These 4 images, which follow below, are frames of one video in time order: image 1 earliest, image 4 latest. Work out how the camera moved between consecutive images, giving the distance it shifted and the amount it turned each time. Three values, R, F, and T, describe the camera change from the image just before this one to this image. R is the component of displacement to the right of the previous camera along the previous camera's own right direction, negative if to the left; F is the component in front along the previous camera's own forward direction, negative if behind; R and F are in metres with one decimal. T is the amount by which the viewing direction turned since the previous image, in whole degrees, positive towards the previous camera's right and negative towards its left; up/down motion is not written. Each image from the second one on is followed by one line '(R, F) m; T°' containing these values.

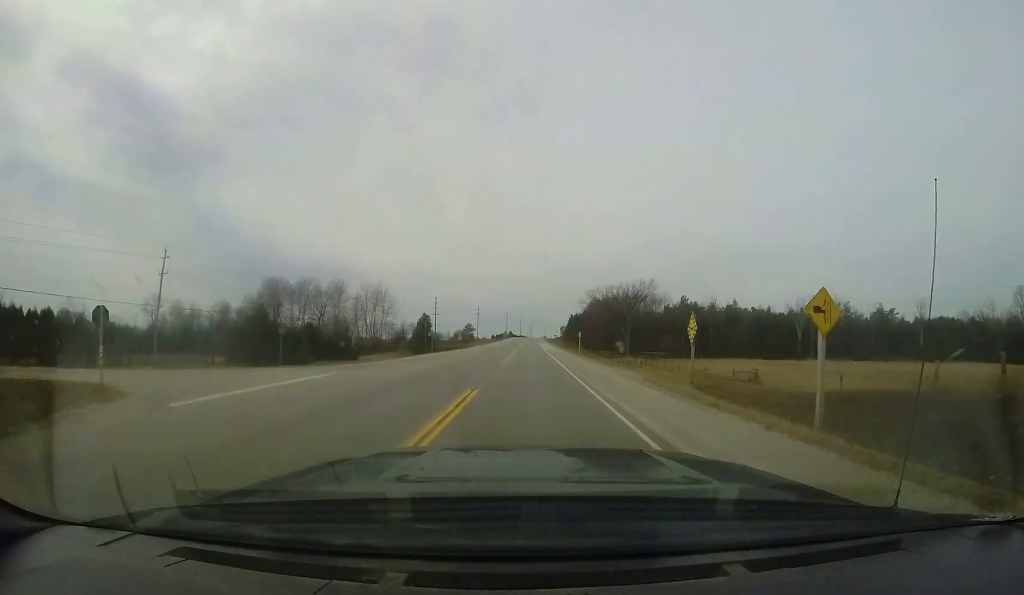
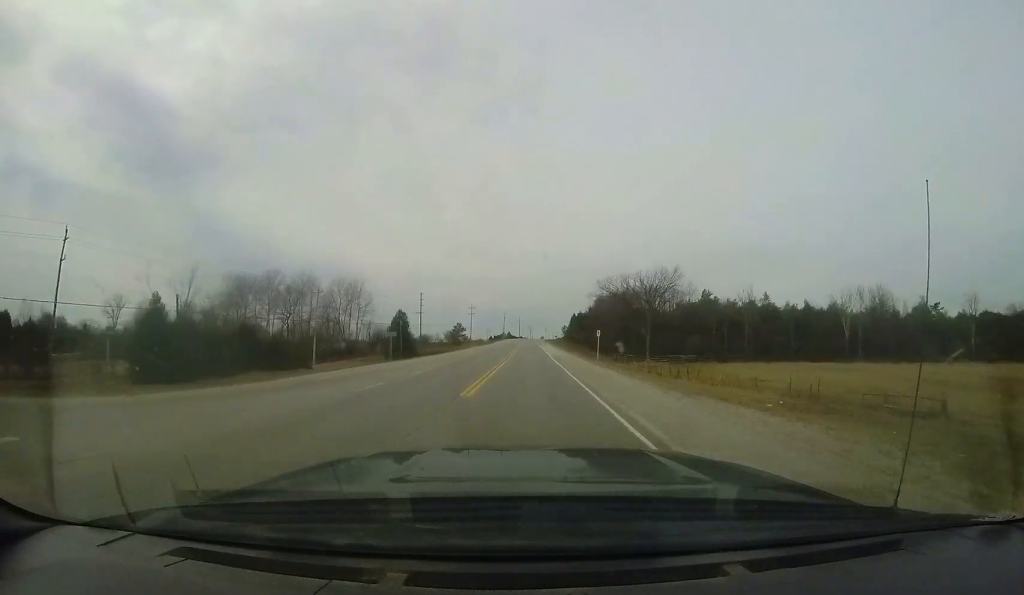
(+0.2, +14.9) m; 0°
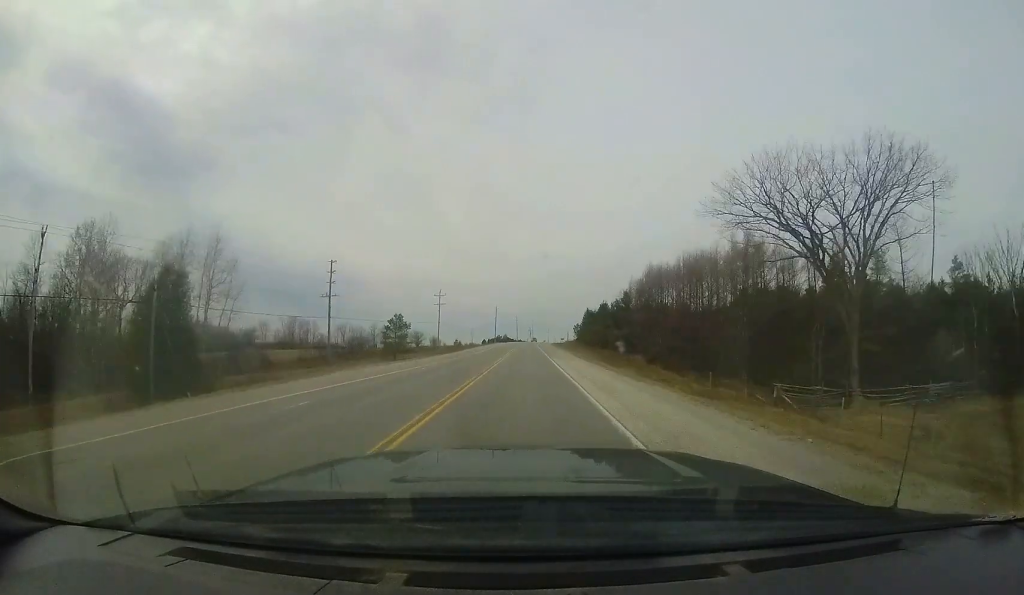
(-0.4, +47.2) m; 0°
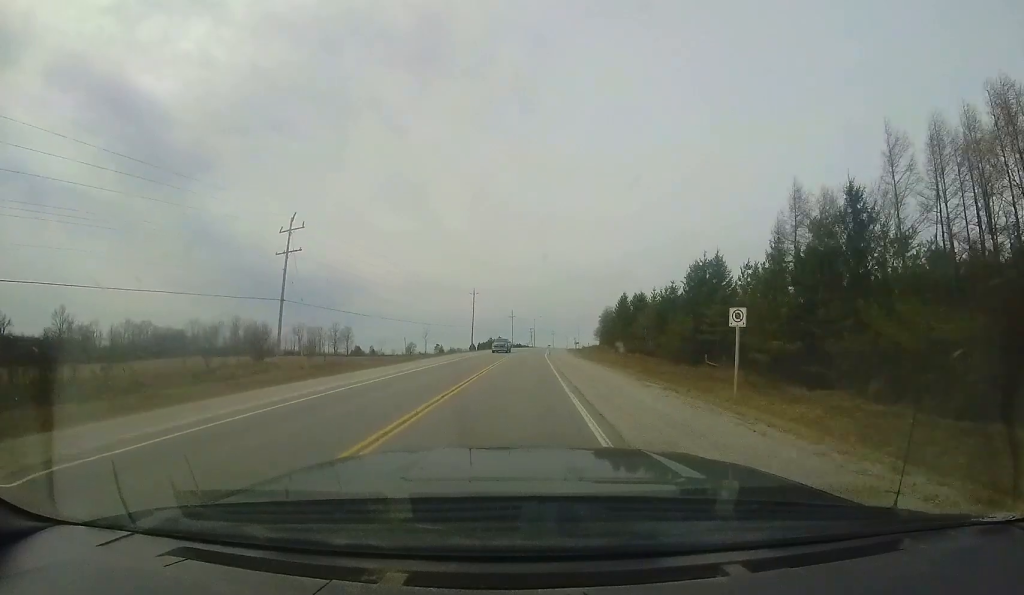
(+0.2, +57.5) m; 0°
